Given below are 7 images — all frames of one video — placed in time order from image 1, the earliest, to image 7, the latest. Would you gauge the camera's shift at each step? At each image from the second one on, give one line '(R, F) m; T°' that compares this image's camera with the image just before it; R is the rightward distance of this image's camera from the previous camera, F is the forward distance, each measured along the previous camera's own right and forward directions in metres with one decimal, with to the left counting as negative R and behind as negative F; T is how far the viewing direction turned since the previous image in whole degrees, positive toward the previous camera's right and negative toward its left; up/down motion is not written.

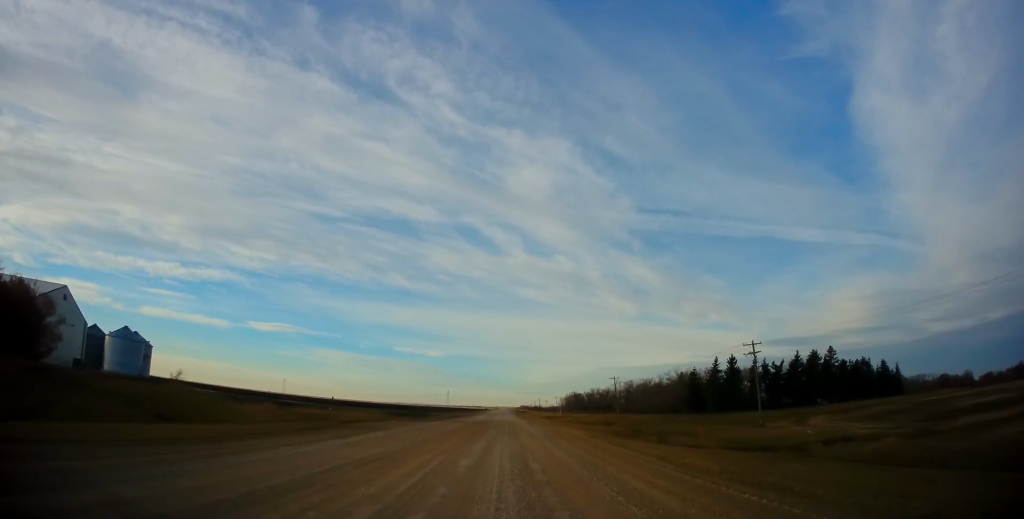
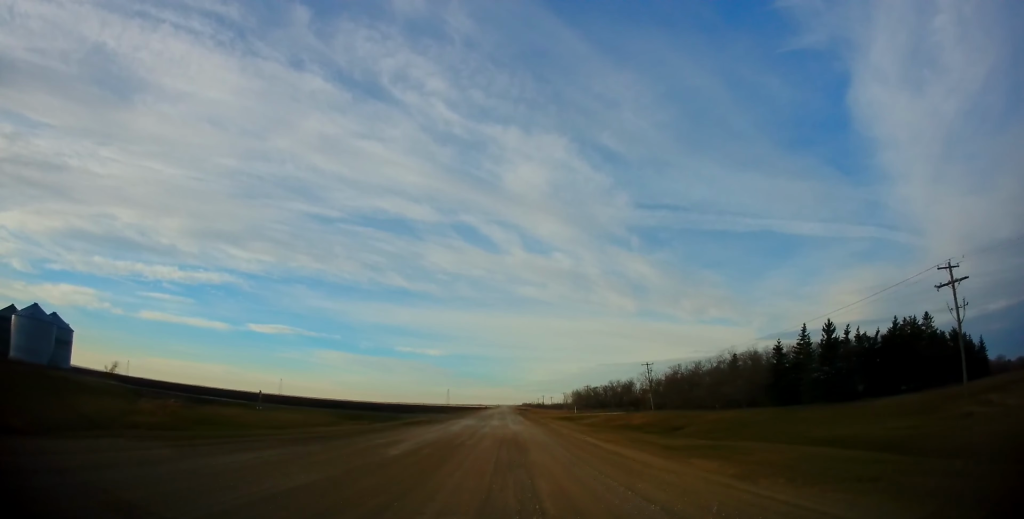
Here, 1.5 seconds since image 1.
(0.0, +34.8) m; 0°
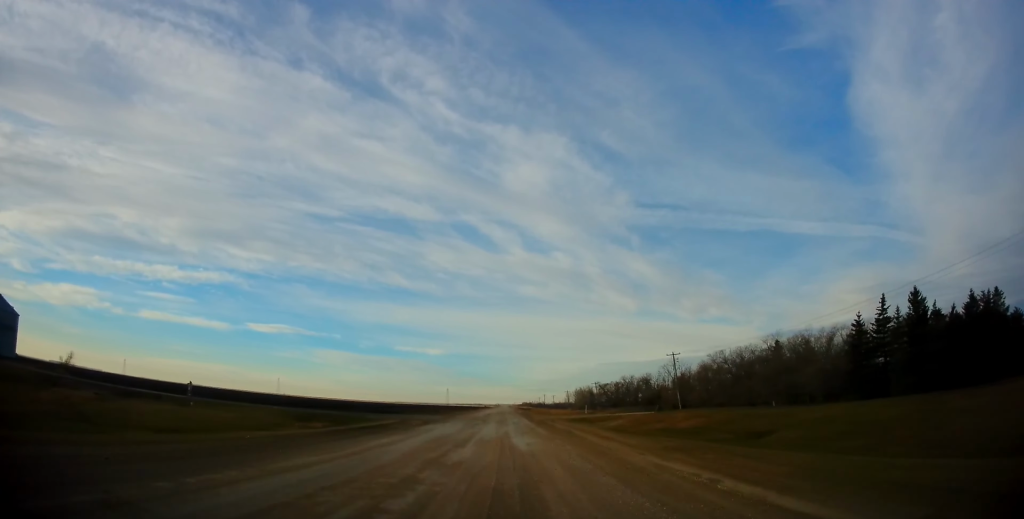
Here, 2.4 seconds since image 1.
(-0.2, +18.7) m; 0°
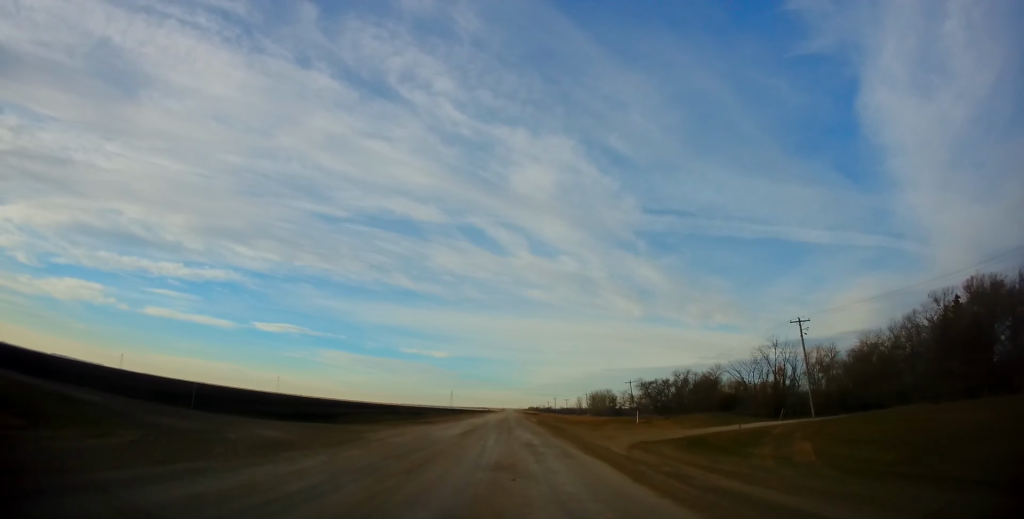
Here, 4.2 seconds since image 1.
(0.0, +41.4) m; -1°
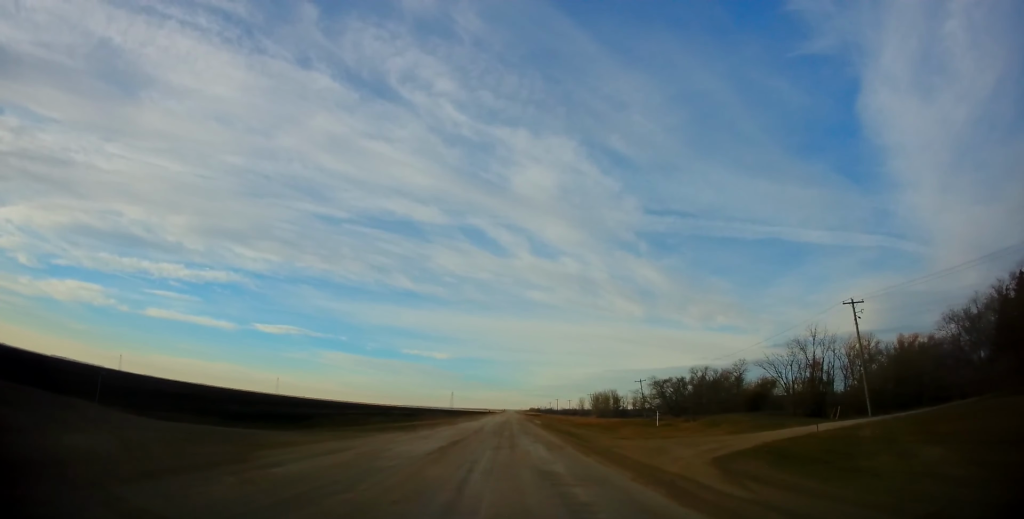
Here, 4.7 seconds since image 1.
(+0.1, +9.3) m; 0°
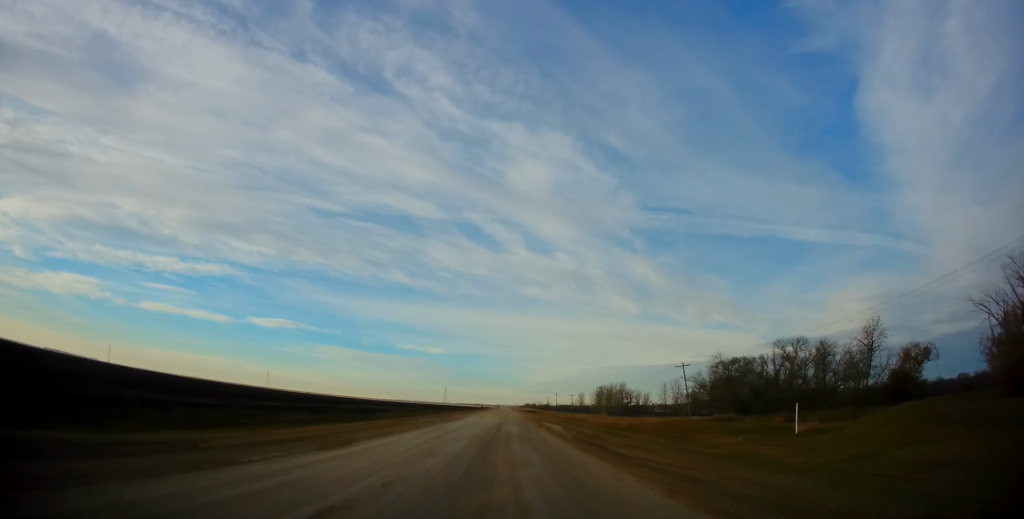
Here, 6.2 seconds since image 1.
(-0.1, +32.7) m; 0°
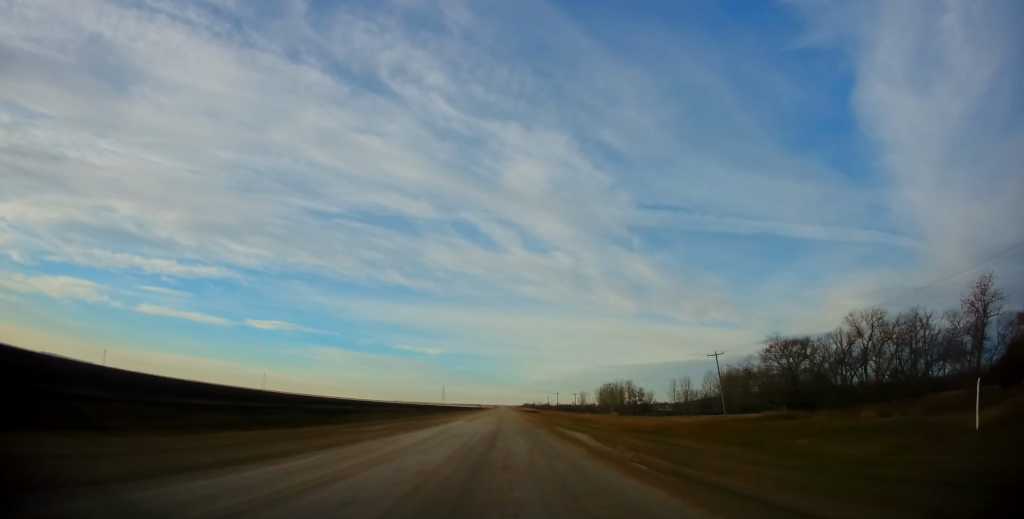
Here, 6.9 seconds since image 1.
(+0.2, +14.3) m; +2°
